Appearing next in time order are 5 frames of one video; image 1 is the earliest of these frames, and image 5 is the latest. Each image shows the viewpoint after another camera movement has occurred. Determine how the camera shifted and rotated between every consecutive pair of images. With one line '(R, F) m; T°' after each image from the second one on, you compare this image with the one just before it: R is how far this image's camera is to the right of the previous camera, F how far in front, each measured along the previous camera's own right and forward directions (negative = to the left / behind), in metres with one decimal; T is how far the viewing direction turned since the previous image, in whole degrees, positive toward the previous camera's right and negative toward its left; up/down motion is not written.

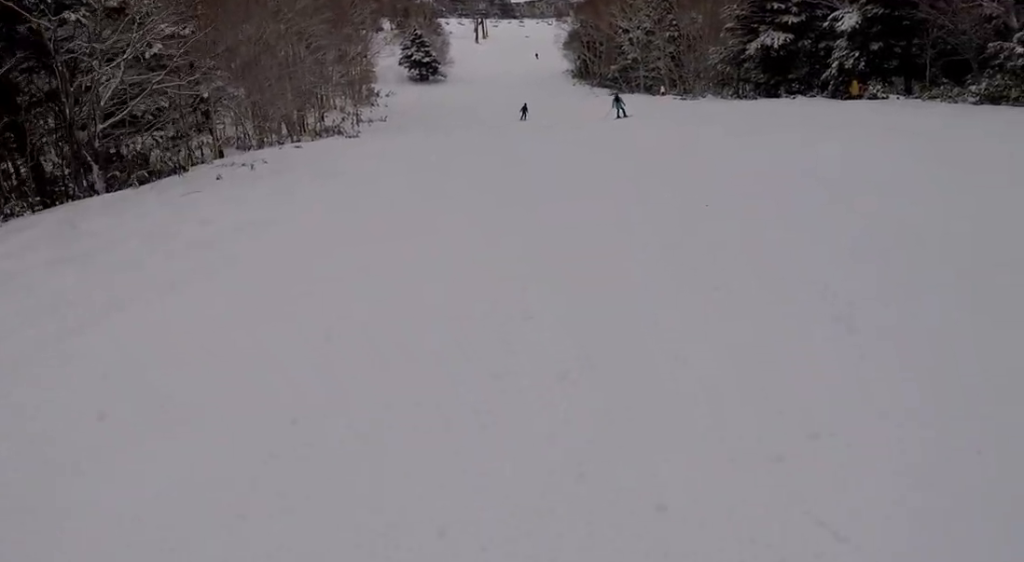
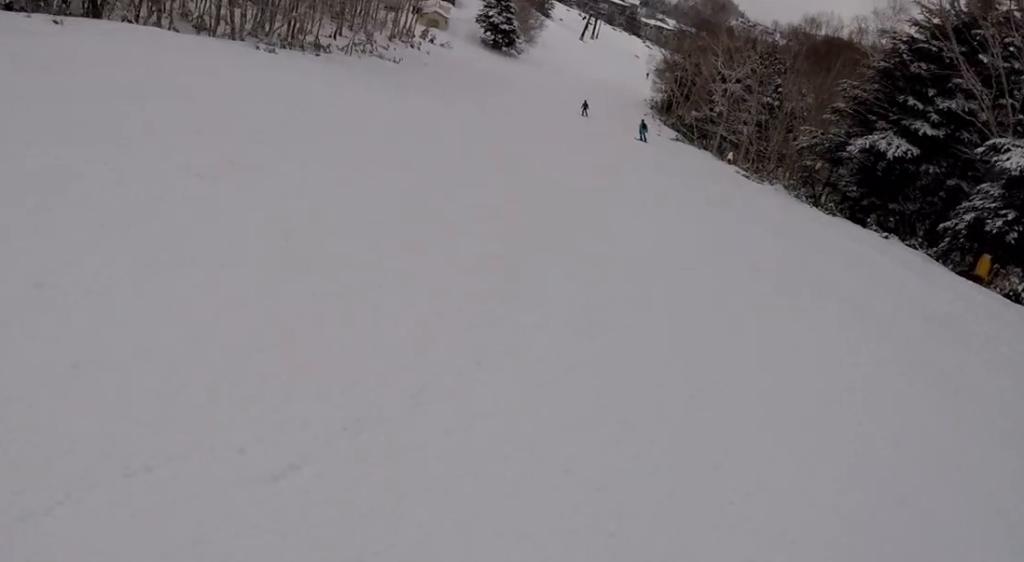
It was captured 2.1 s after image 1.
(+0.3, +16.5) m; -18°
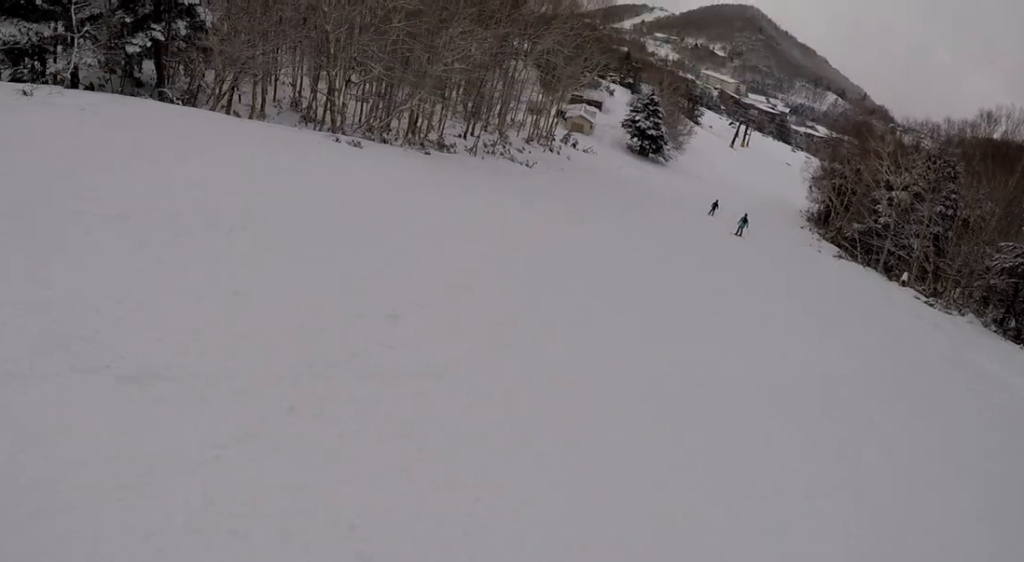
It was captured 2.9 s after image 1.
(-2.3, +7.3) m; -8°
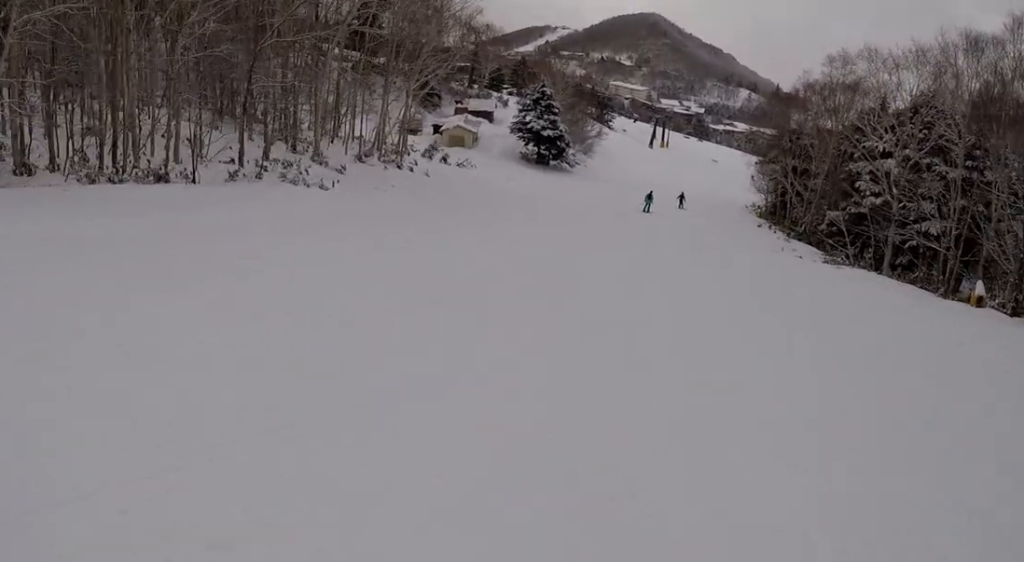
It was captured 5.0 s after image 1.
(+4.0, +22.4) m; +6°
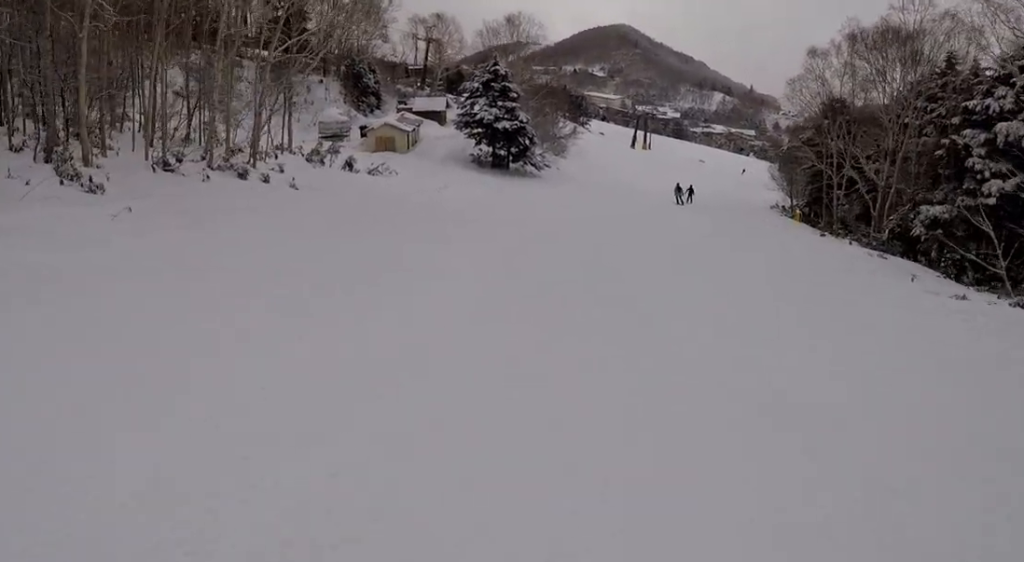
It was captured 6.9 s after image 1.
(-0.8, +21.1) m; -2°
